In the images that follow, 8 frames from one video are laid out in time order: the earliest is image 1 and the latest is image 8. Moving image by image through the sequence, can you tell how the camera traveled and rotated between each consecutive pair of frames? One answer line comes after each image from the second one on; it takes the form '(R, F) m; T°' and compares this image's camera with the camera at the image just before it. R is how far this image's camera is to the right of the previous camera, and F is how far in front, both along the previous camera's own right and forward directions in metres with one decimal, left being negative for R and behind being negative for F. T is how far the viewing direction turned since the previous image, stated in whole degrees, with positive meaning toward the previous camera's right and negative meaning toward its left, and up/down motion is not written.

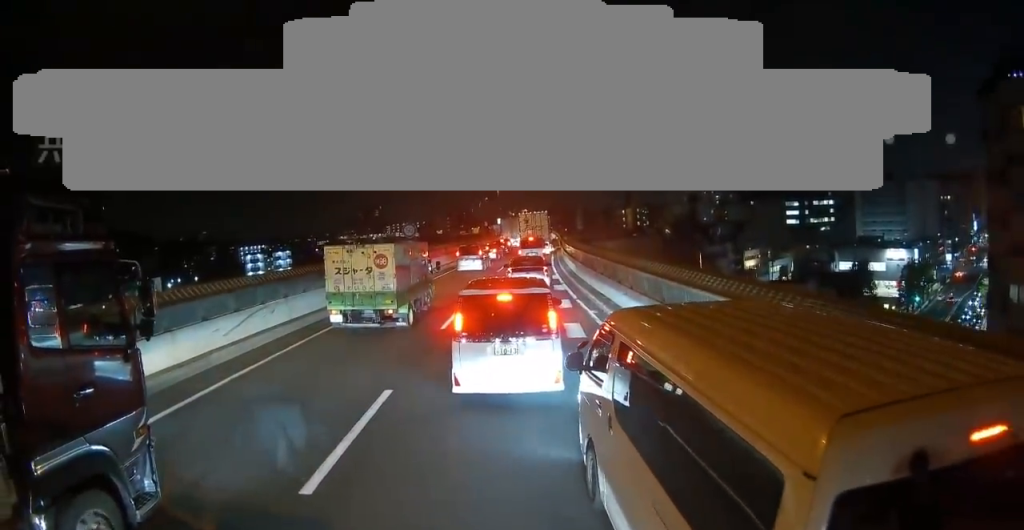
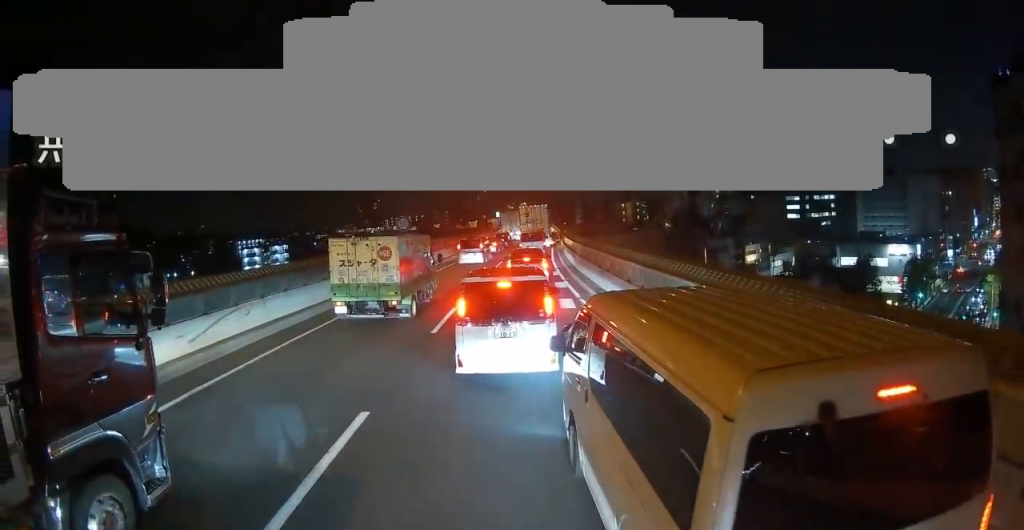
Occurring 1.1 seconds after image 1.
(0.0, +1.4) m; 0°
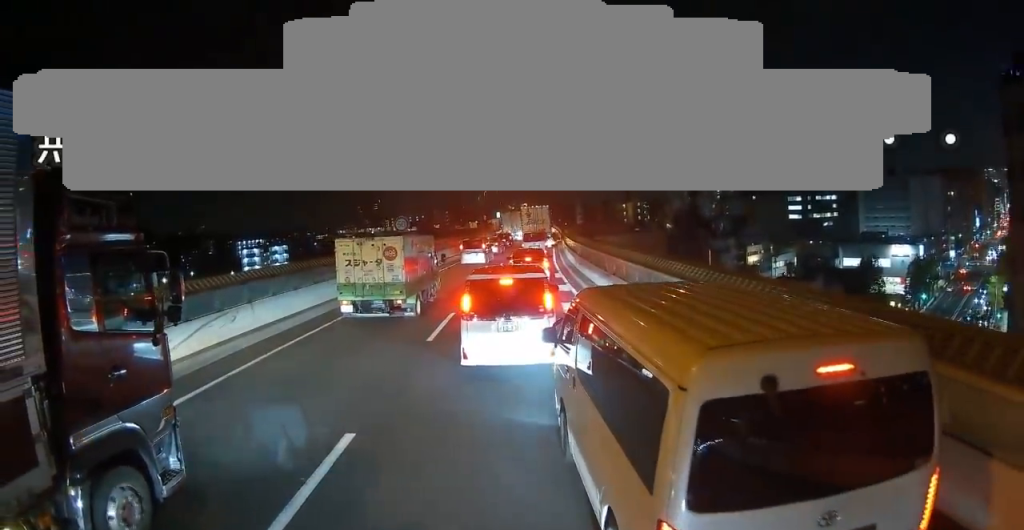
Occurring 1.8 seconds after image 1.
(-0.2, +0.9) m; 0°
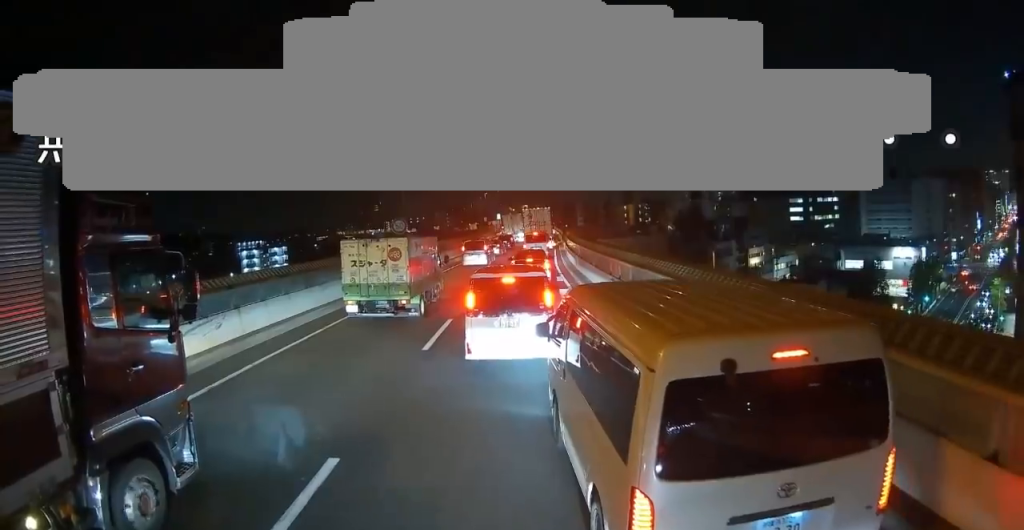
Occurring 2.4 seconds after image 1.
(-0.1, +0.8) m; 0°
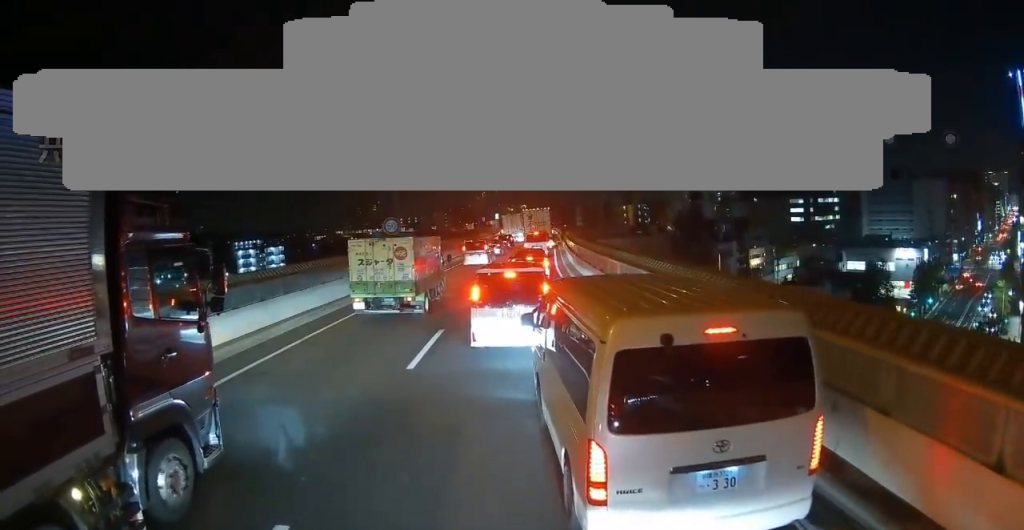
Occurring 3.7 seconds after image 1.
(+0.1, +1.5) m; -2°
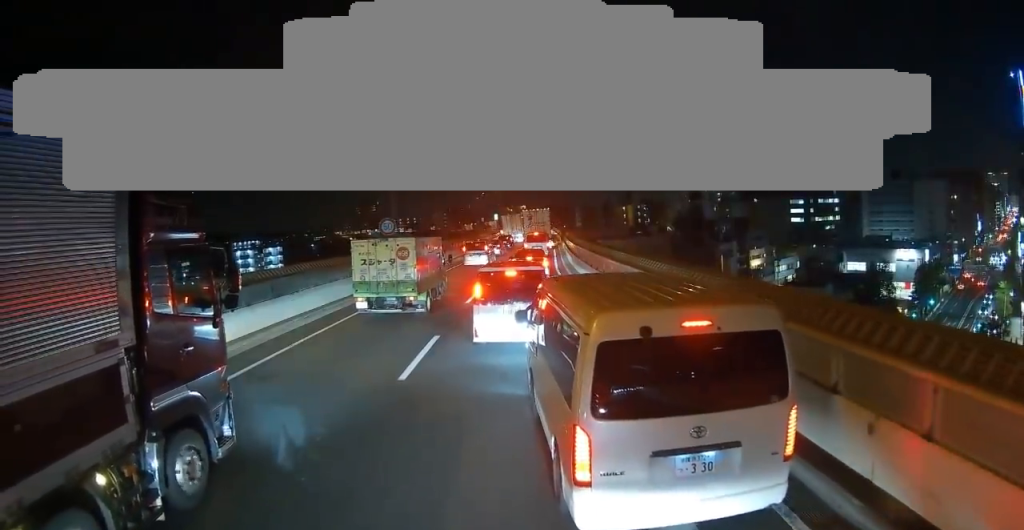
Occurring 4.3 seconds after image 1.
(+0.1, +0.7) m; -2°
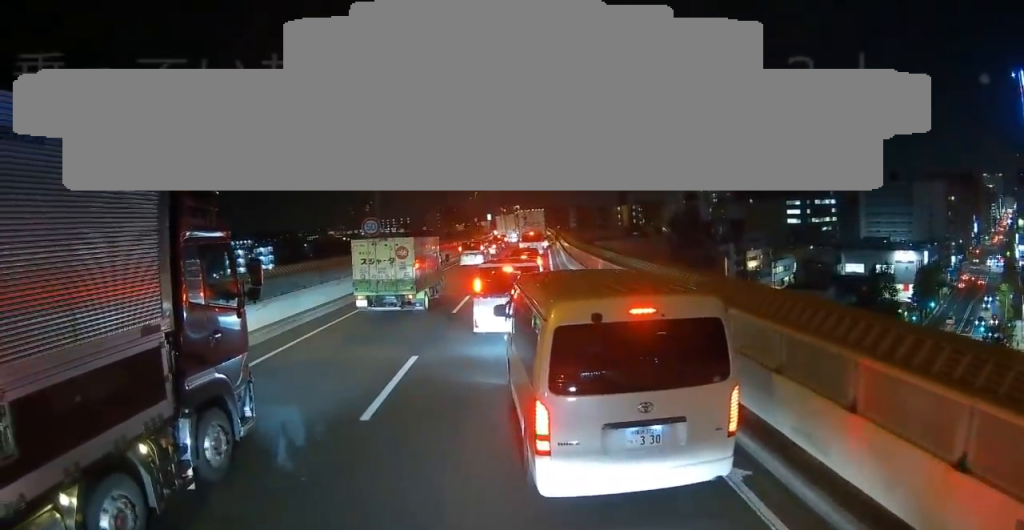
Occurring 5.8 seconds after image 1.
(-0.1, +2.6) m; +2°
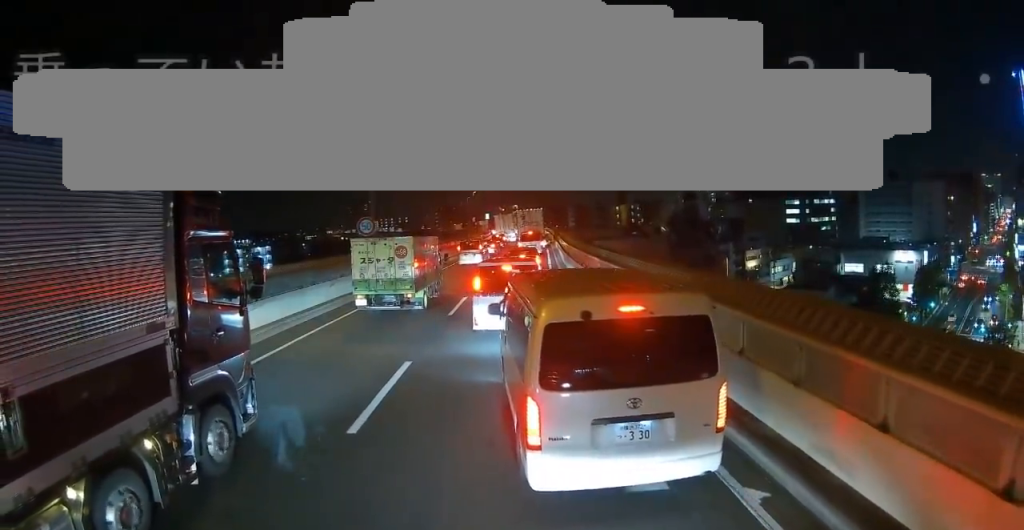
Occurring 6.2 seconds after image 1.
(0.0, +0.7) m; +2°
